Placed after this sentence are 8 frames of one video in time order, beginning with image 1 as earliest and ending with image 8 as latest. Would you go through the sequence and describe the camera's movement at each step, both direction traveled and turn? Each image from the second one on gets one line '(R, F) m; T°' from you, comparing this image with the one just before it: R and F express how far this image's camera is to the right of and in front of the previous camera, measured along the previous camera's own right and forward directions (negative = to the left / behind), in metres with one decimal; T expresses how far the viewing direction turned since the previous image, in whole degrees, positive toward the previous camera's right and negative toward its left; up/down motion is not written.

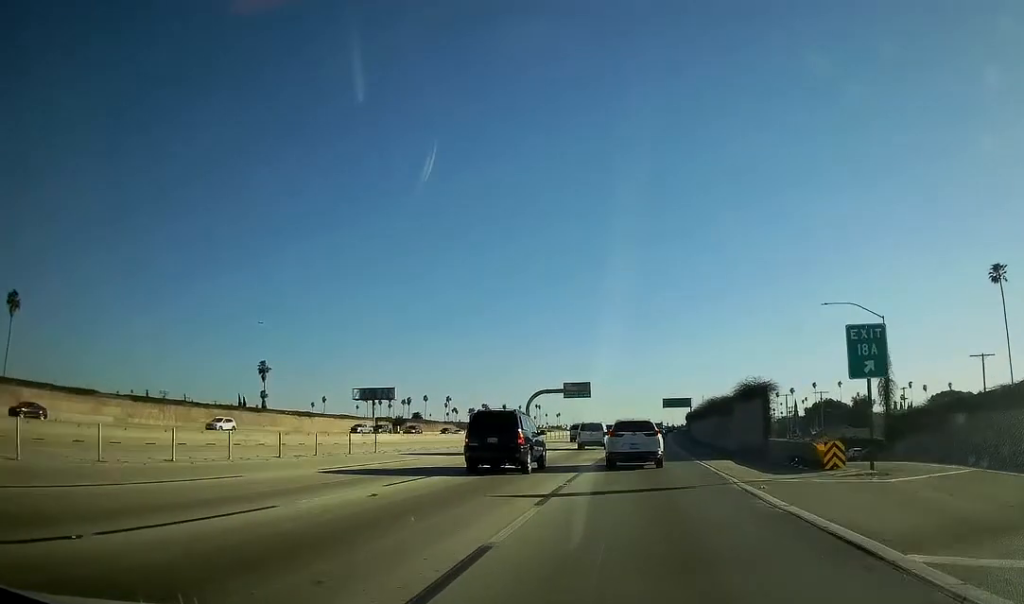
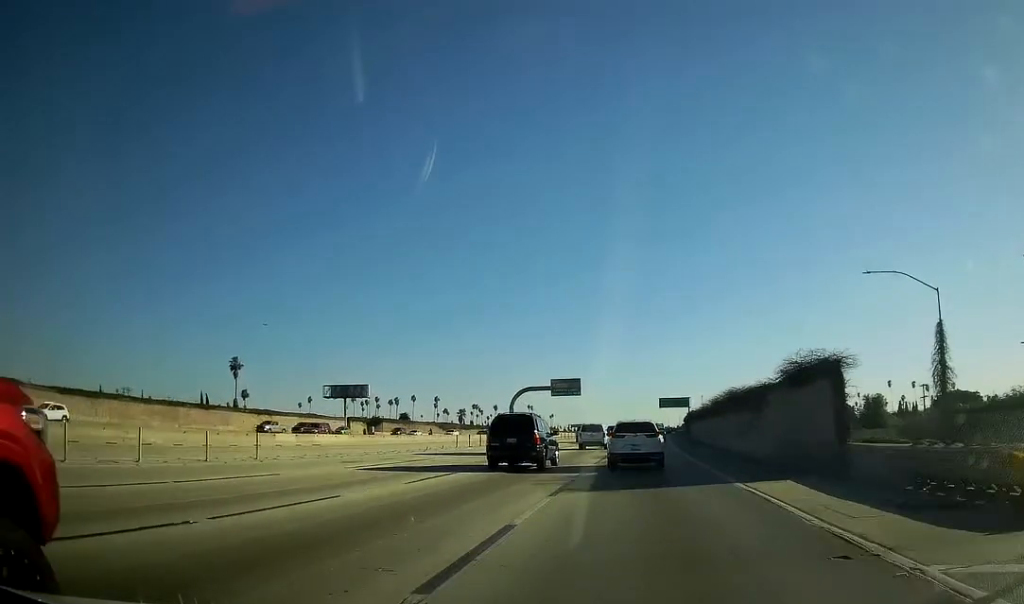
(0.0, +12.4) m; 0°
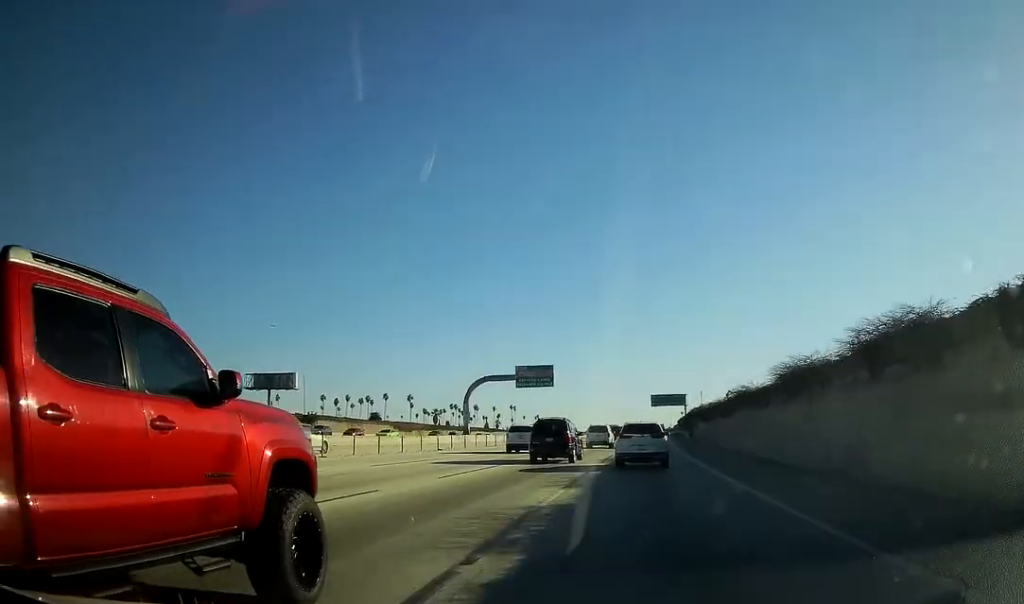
(0.0, +27.5) m; +1°
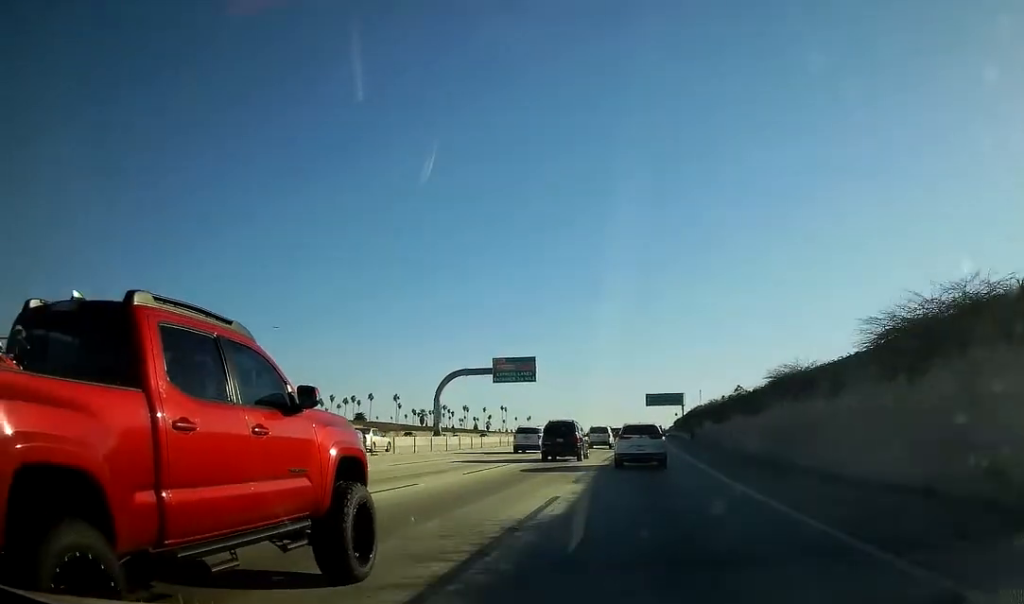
(-0.1, +11.5) m; +2°
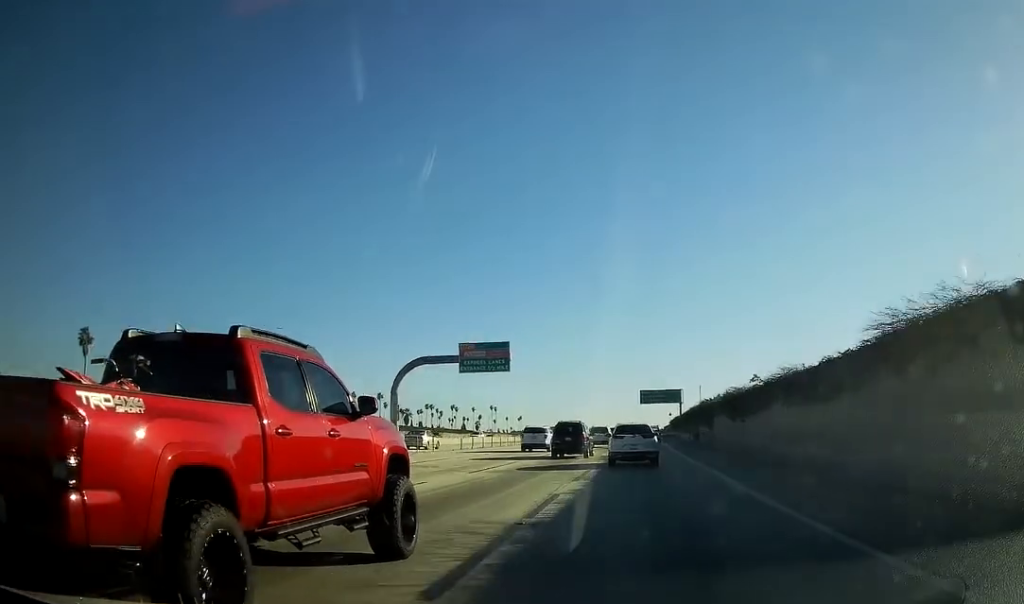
(+0.6, +13.7) m; 0°
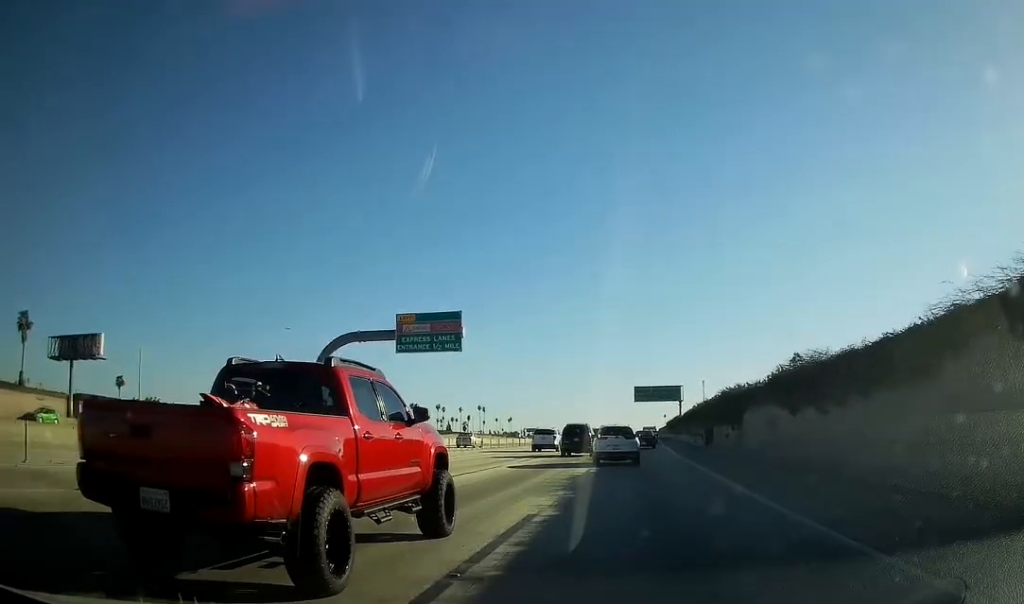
(-0.3, +17.7) m; 0°
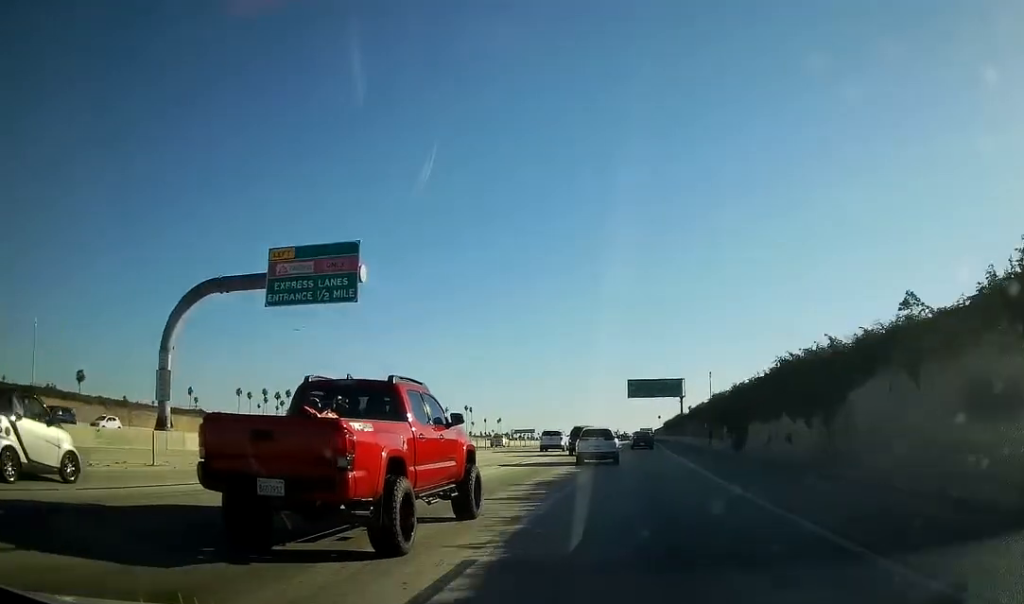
(+0.4, +19.5) m; +2°
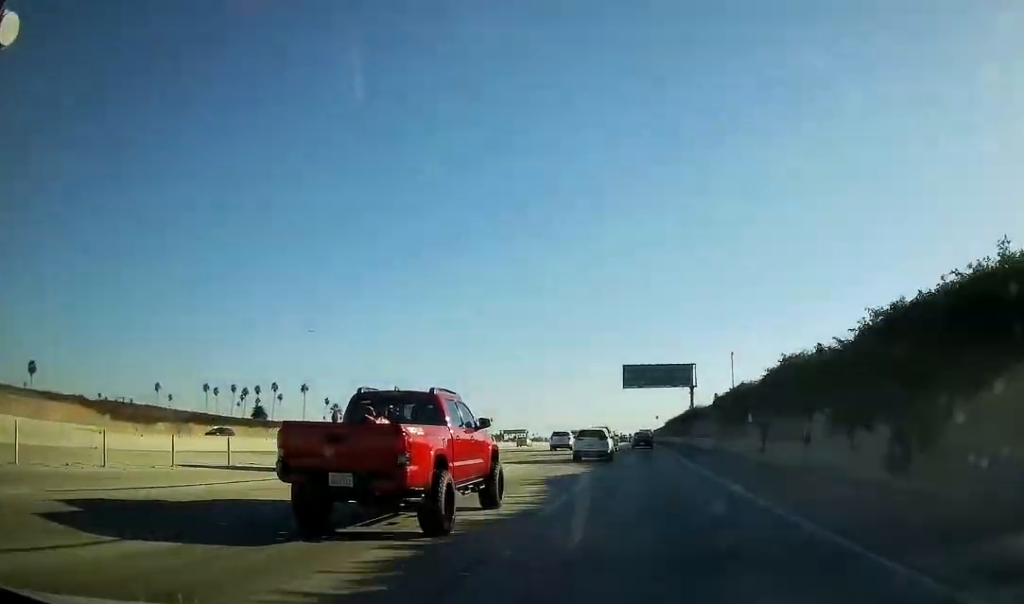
(+0.1, +24.0) m; 0°
